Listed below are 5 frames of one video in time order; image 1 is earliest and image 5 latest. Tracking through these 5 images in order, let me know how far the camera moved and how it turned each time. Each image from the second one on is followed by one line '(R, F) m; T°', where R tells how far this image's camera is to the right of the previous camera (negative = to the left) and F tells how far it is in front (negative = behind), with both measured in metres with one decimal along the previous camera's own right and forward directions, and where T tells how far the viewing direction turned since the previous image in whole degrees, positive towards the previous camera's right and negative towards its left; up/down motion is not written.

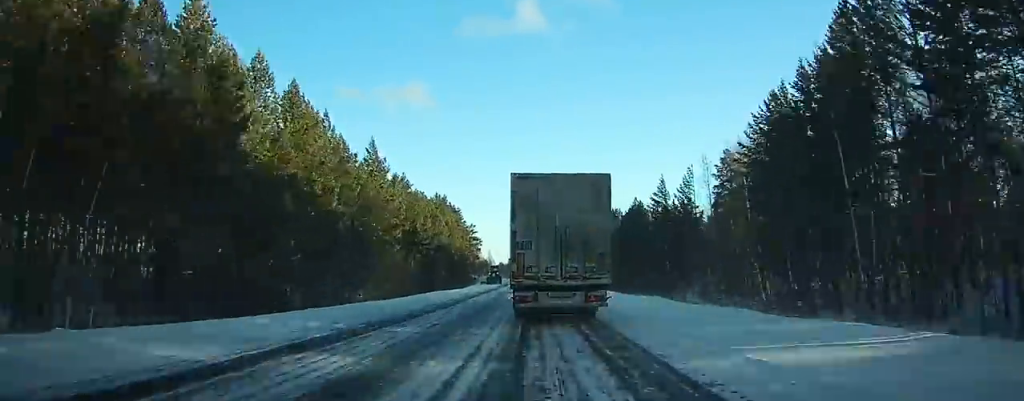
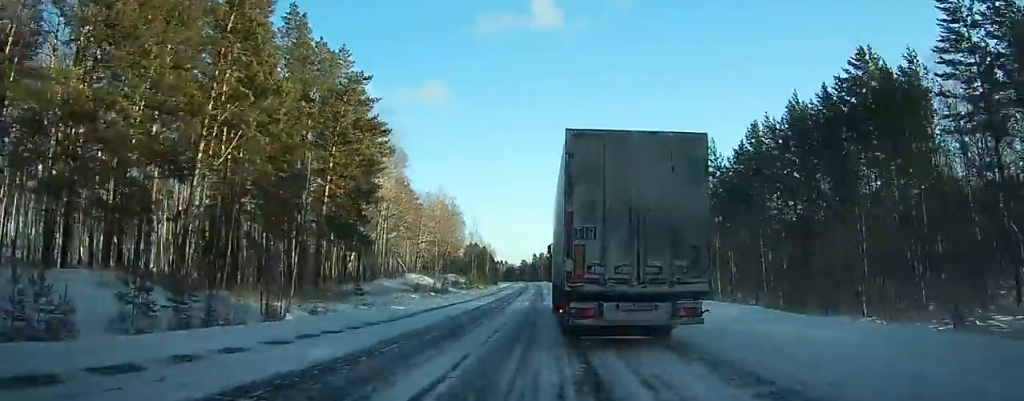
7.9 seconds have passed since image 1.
(-6.6, +164.2) m; -3°
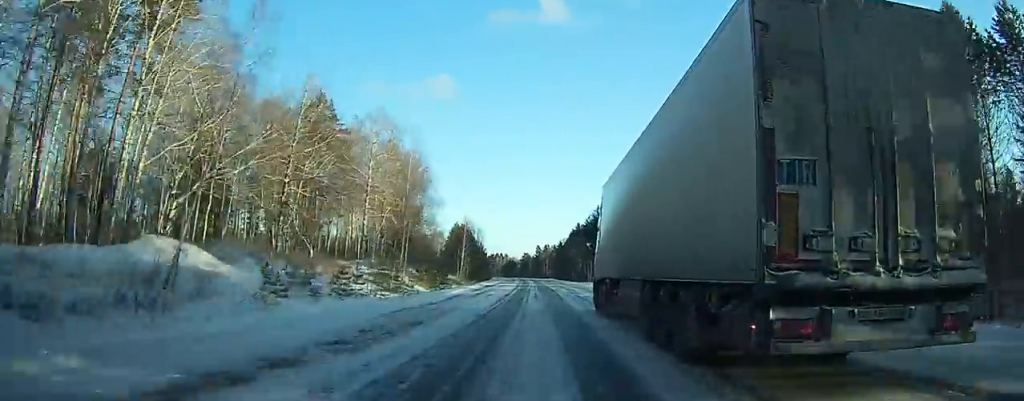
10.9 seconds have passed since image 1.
(-0.8, +61.2) m; -1°
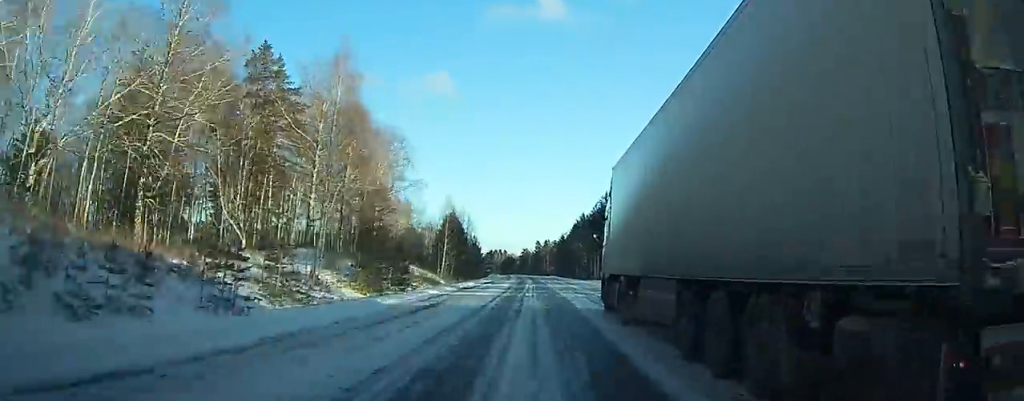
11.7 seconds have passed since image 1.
(0.0, +17.8) m; 0°
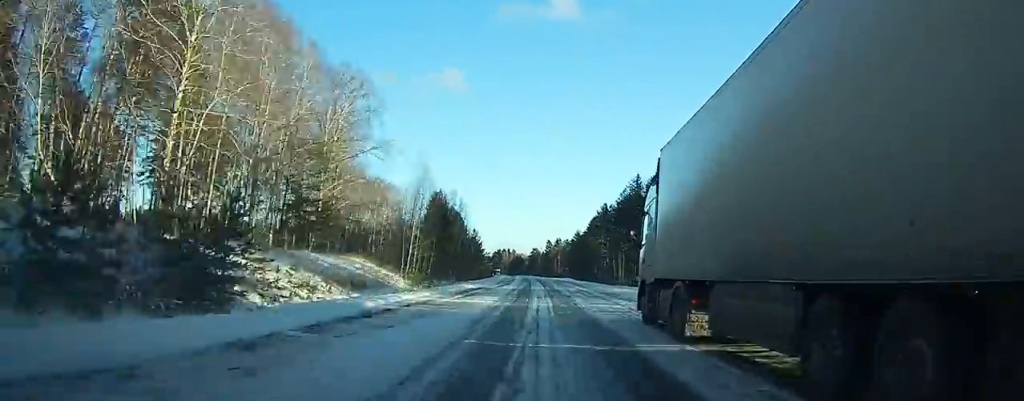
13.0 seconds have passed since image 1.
(-0.1, +24.8) m; 0°
